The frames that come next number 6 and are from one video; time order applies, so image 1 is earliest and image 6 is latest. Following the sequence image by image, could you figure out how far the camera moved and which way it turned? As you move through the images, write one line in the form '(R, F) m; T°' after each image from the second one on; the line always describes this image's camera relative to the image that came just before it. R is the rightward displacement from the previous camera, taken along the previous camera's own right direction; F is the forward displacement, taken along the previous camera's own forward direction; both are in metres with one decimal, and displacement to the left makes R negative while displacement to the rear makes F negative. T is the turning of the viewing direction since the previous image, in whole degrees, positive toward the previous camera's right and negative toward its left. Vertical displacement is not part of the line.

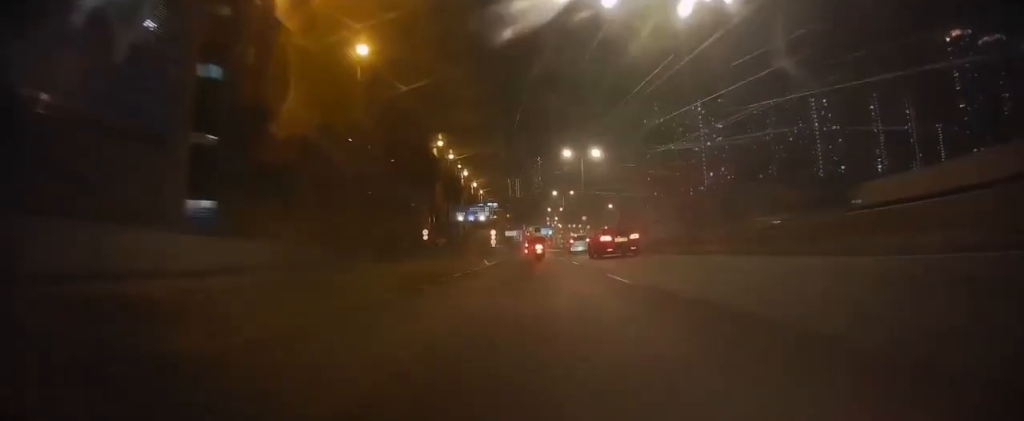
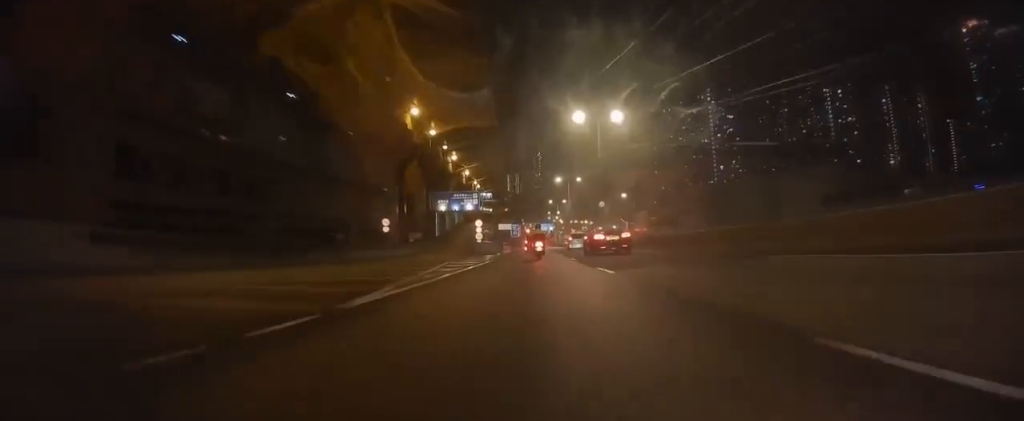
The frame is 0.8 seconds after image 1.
(+0.1, +16.3) m; 0°
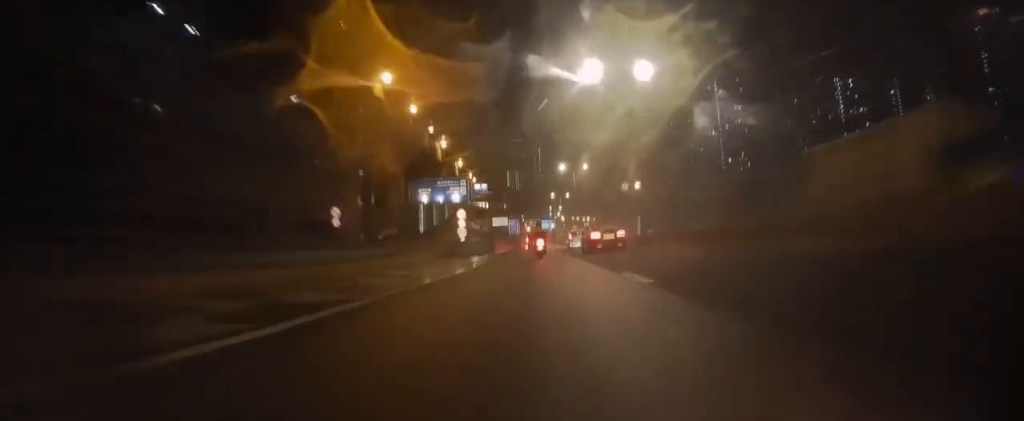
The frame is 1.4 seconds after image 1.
(+0.1, +11.8) m; 0°
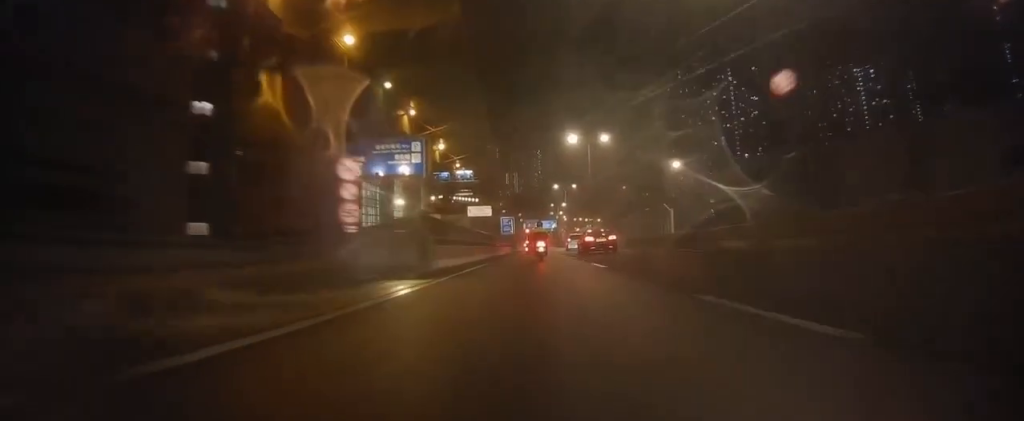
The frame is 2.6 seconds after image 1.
(0.0, +22.5) m; 0°
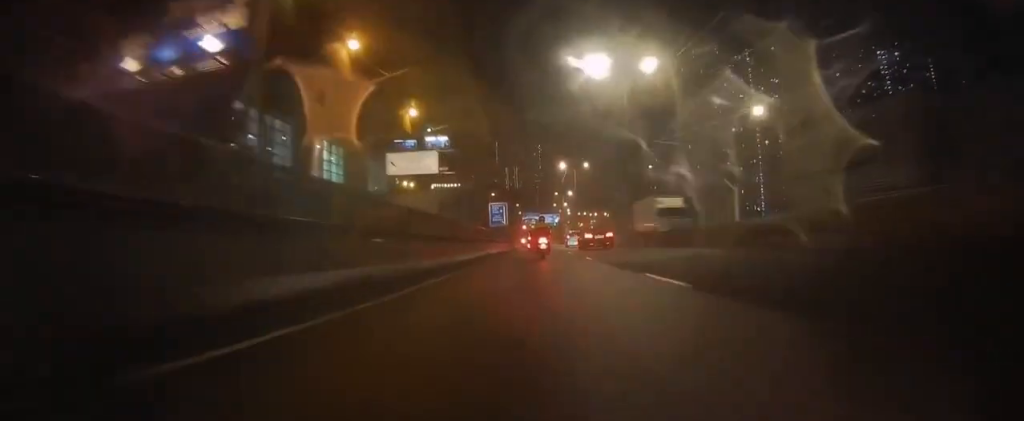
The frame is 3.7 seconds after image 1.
(0.0, +22.3) m; 0°
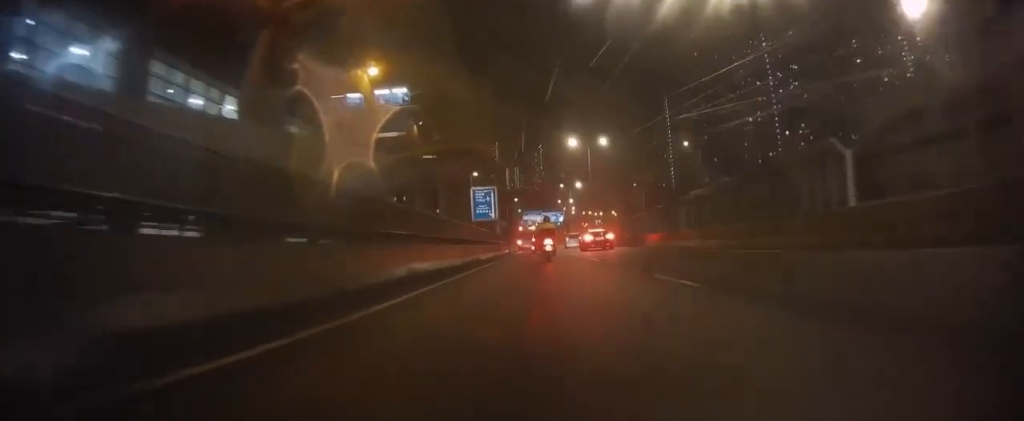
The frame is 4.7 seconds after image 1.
(0.0, +18.7) m; 0°
